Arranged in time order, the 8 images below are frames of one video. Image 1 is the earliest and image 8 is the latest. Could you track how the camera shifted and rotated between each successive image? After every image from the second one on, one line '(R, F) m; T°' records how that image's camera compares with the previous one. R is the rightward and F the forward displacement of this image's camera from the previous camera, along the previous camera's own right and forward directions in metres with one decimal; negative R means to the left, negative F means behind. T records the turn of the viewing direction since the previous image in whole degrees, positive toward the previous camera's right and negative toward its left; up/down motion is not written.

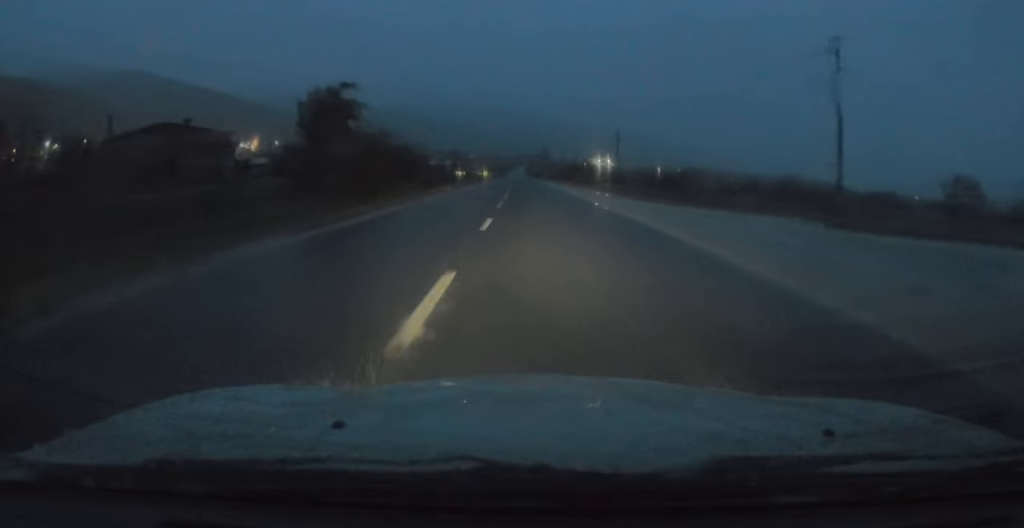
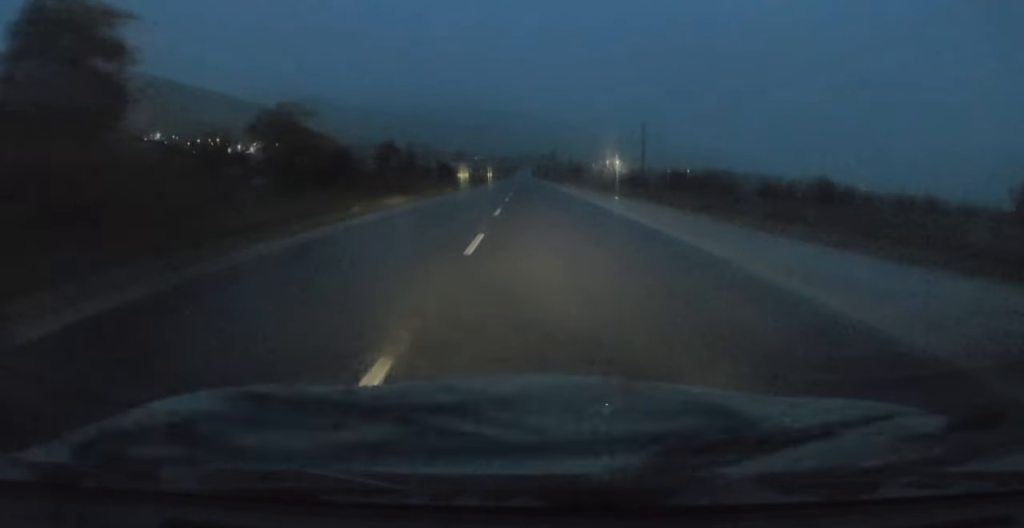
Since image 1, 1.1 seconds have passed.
(-0.5, +21.5) m; -1°
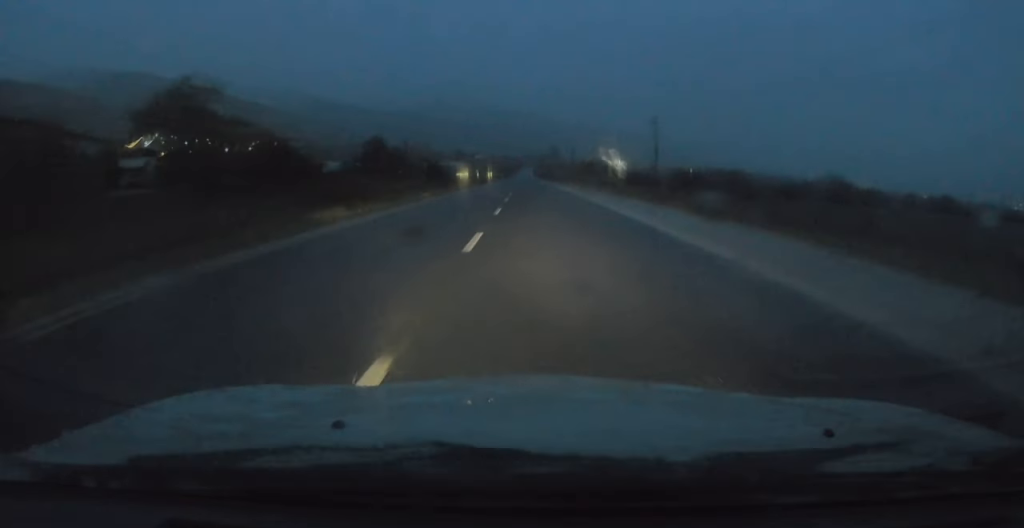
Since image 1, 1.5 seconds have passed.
(0.0, +8.7) m; 0°
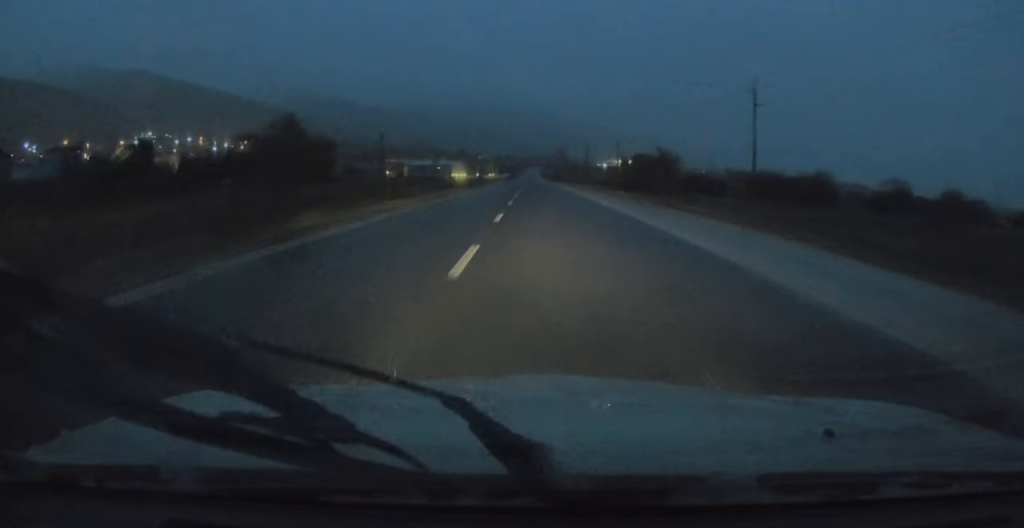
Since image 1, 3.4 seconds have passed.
(0.0, +37.8) m; 0°
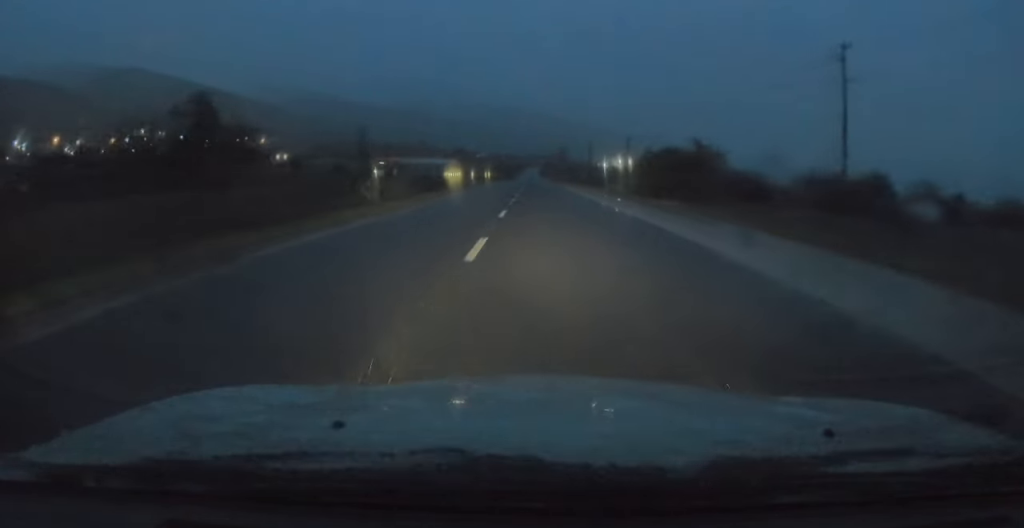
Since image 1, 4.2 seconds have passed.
(0.0, +16.4) m; +1°
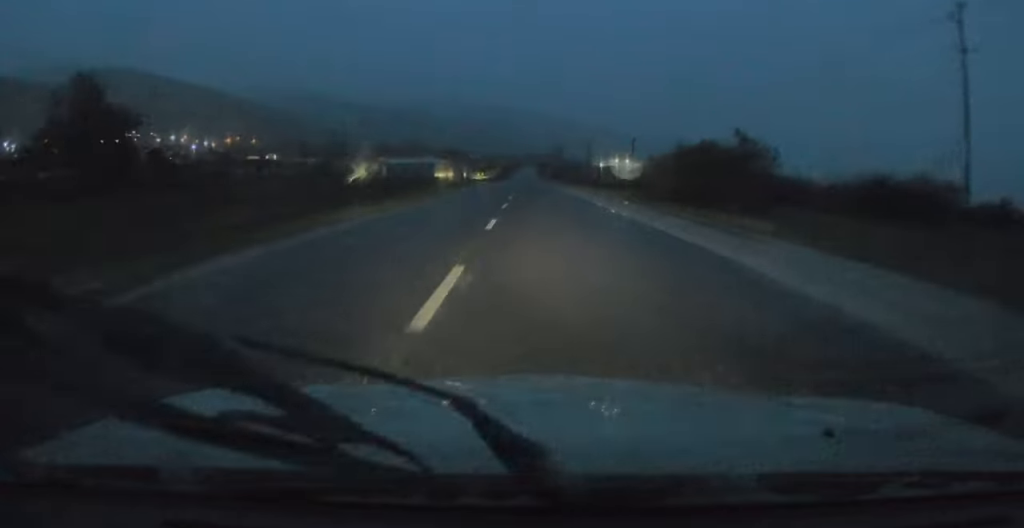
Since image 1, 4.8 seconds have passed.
(+0.2, +12.3) m; 0°
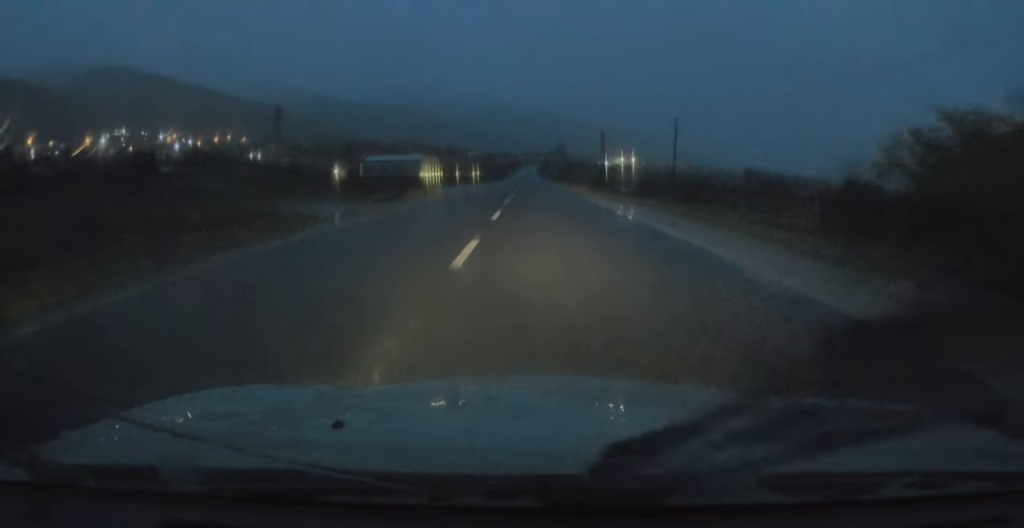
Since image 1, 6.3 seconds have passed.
(-0.4, +32.3) m; -1°
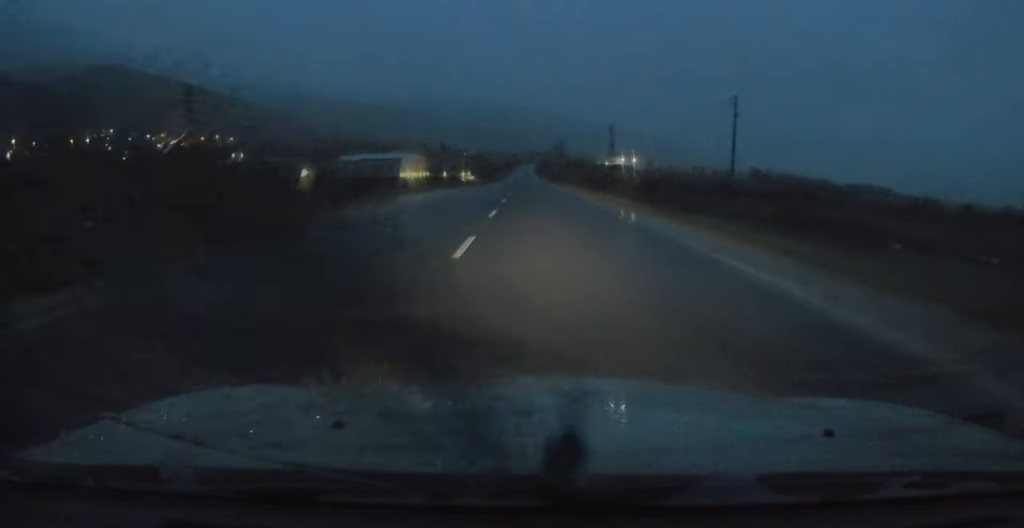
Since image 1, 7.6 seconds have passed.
(+0.3, +25.5) m; +1°
